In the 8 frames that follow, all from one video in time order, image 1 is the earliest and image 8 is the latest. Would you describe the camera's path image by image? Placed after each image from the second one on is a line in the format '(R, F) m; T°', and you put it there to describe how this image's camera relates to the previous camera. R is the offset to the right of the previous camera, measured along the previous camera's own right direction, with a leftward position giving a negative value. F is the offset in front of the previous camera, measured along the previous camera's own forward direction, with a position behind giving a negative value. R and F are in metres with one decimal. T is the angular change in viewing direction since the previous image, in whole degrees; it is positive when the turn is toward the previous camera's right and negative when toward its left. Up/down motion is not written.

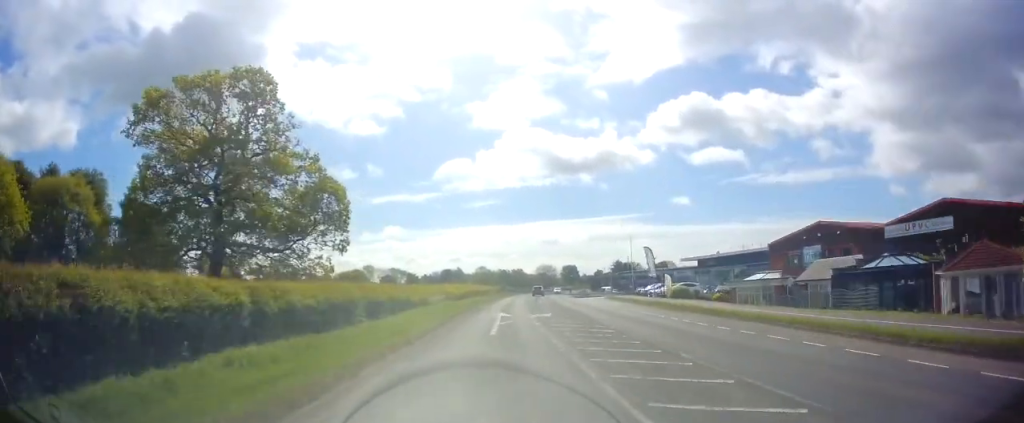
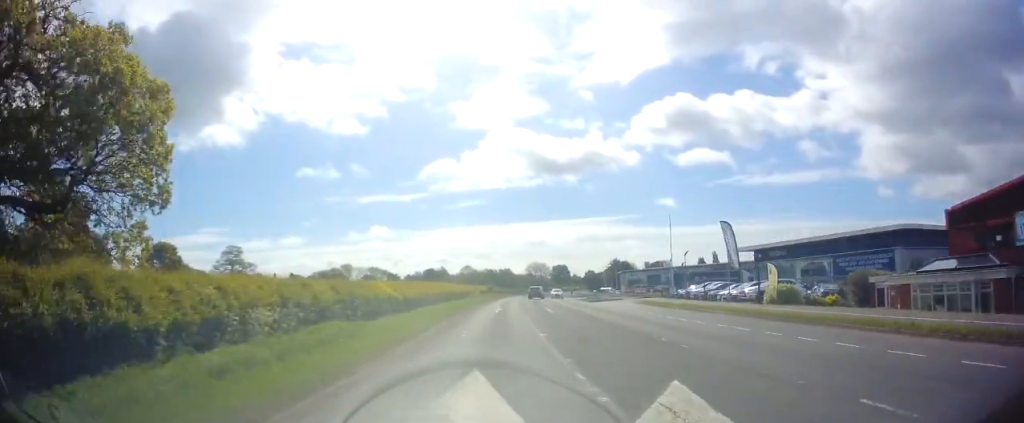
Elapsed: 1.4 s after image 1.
(+0.5, +22.9) m; +2°
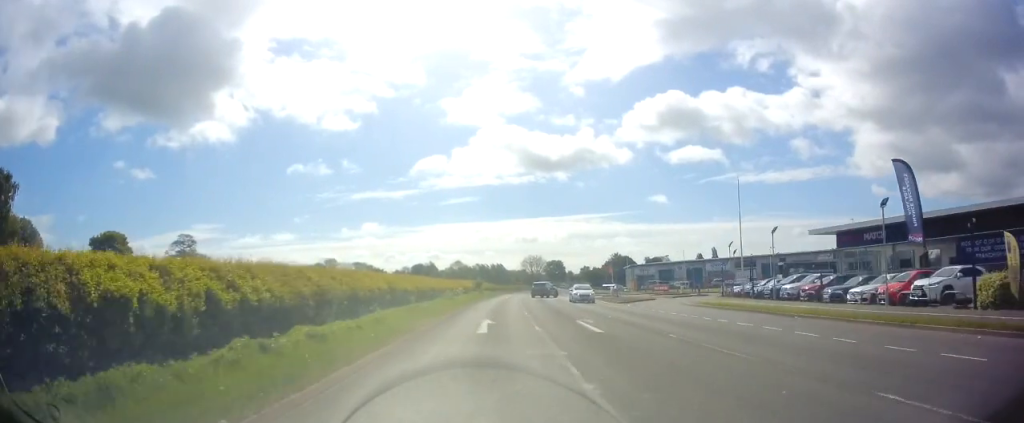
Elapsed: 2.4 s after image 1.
(+0.3, +17.6) m; 0°
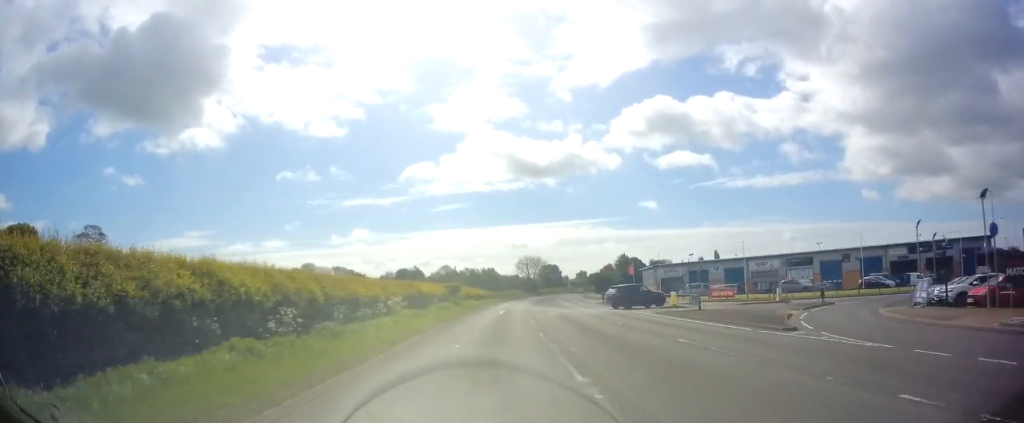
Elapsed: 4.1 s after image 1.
(-0.1, +26.6) m; +1°
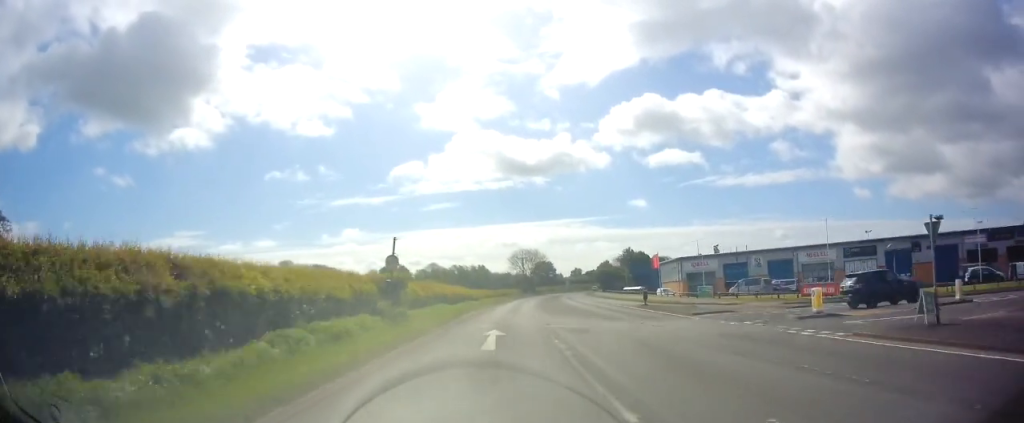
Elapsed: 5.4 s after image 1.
(+0.3, +20.6) m; +1°
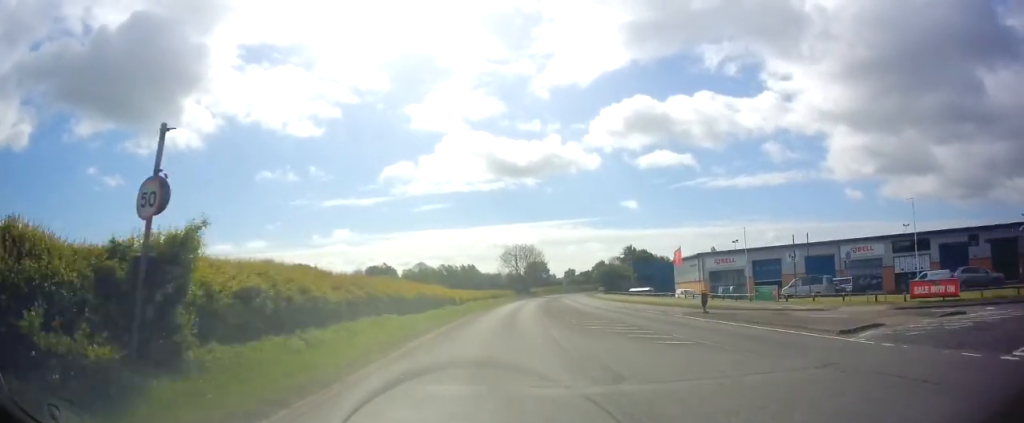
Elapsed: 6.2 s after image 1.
(0.0, +13.3) m; +1°
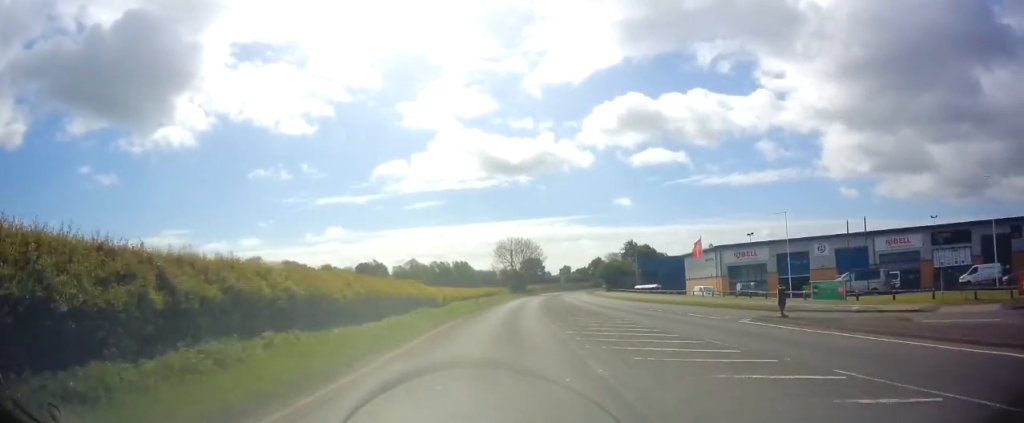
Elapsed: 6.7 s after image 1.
(0.0, +8.4) m; +1°
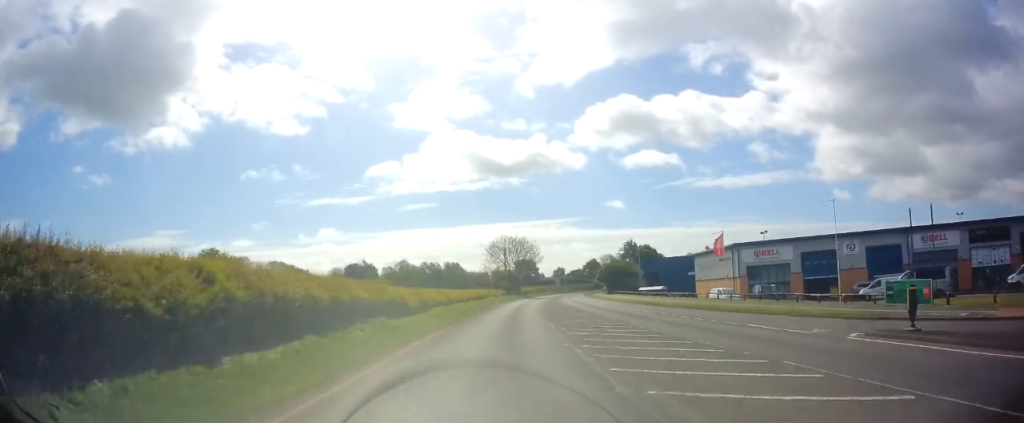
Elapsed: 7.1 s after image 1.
(+0.1, +7.4) m; +1°
